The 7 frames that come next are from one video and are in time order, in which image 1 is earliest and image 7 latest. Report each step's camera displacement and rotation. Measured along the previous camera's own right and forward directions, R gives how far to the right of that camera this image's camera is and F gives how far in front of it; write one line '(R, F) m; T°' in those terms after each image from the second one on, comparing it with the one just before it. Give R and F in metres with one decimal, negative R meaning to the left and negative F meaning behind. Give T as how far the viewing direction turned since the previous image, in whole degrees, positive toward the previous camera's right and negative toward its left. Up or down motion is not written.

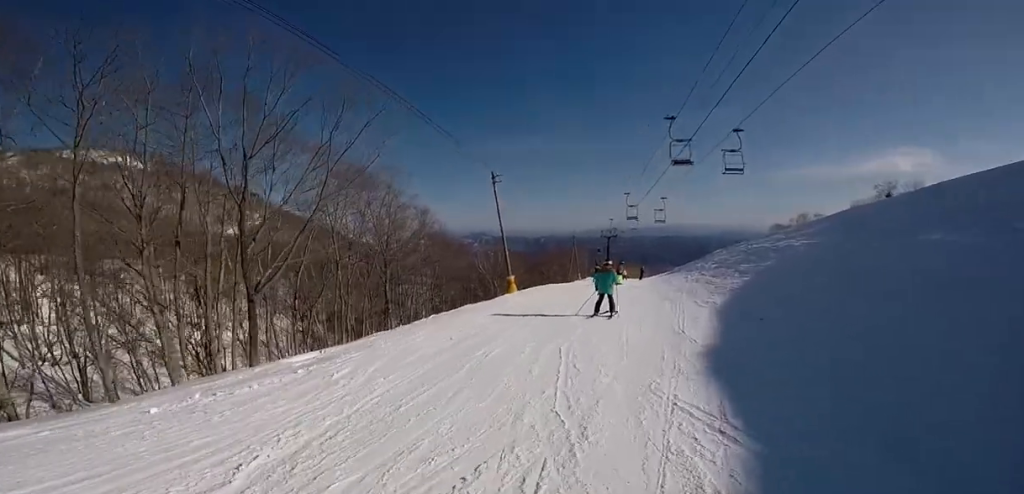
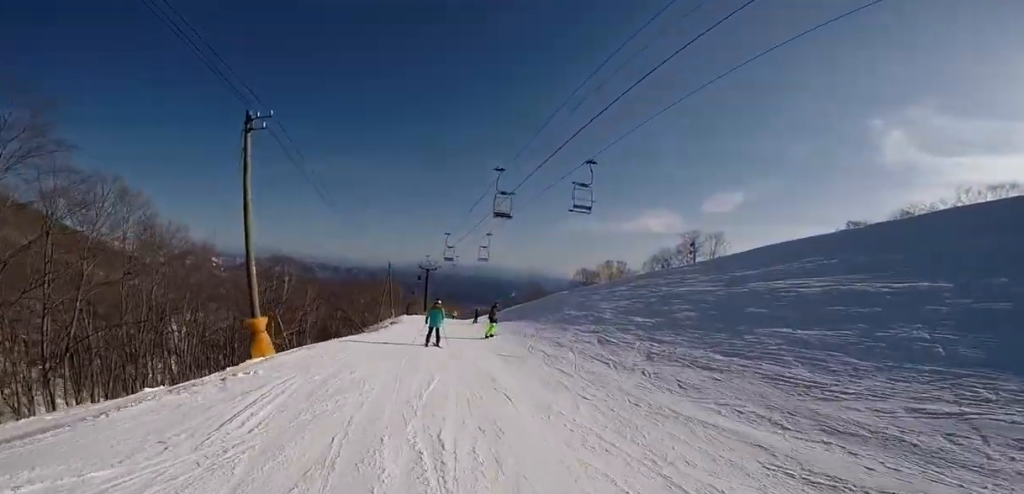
(+3.0, +13.1) m; +11°
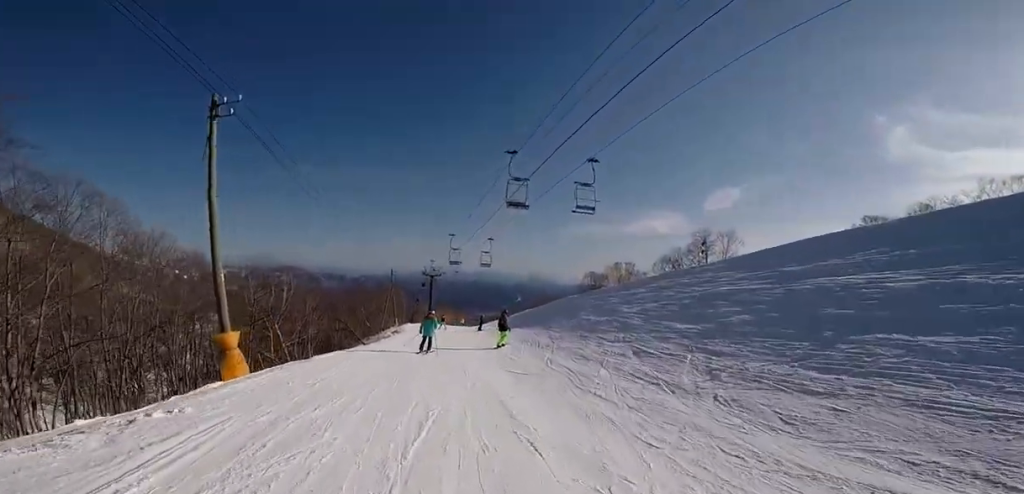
(+0.3, +2.3) m; 0°
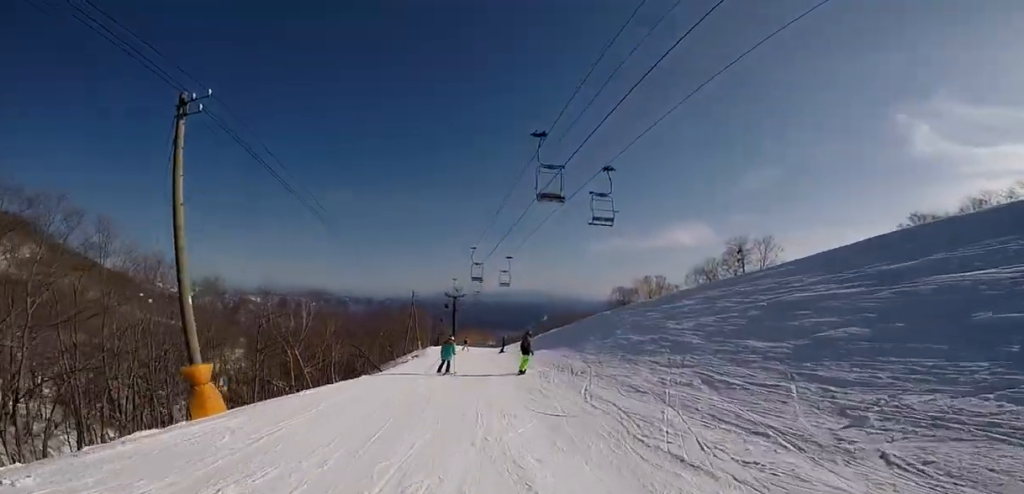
(-0.2, +2.5) m; -7°
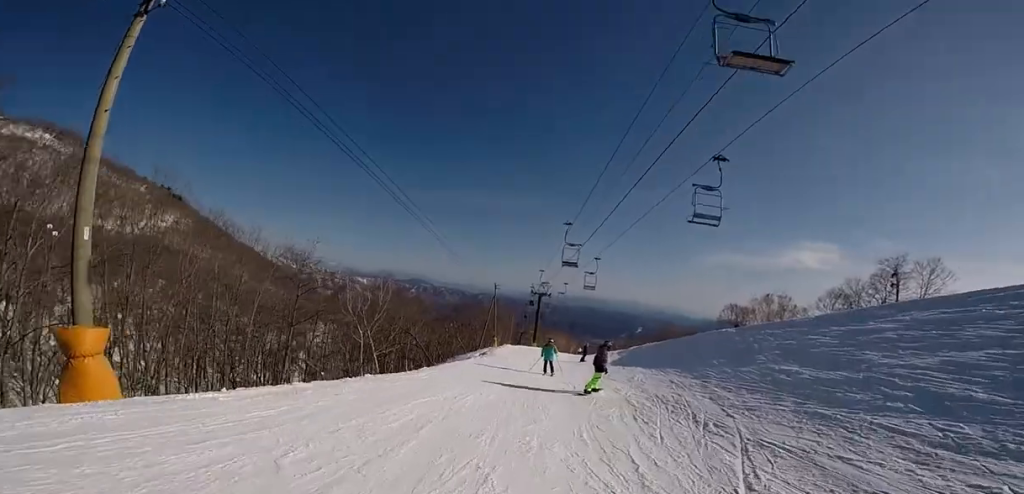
(-0.9, +5.5) m; -7°
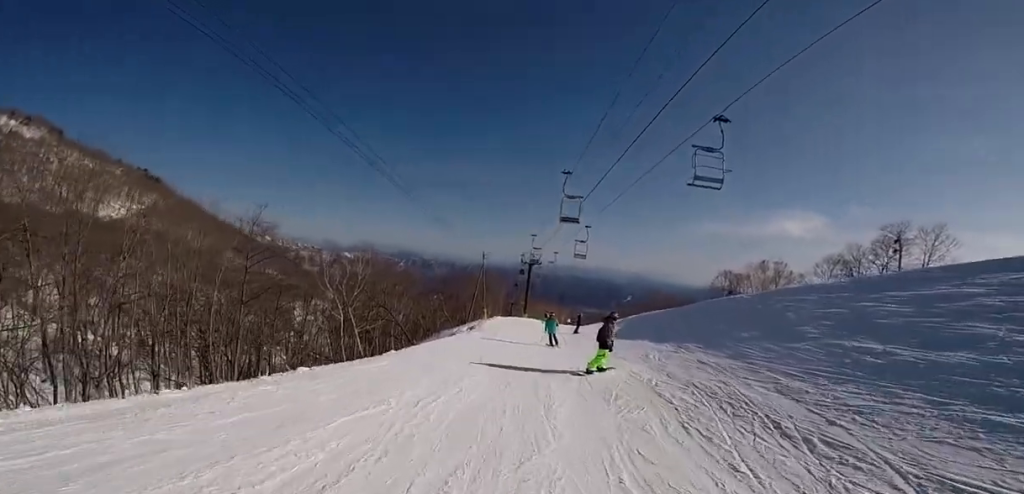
(-0.7, +3.1) m; +5°
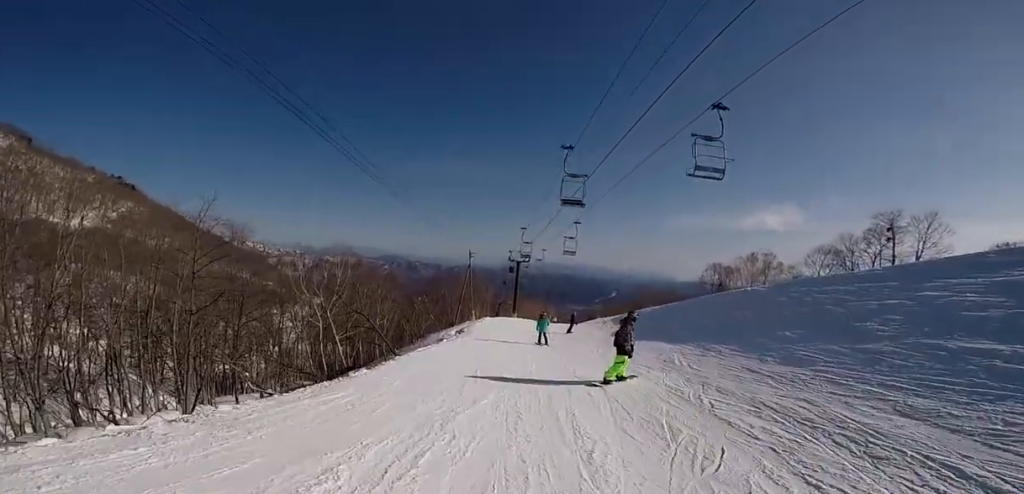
(+0.8, +2.6) m; +4°
